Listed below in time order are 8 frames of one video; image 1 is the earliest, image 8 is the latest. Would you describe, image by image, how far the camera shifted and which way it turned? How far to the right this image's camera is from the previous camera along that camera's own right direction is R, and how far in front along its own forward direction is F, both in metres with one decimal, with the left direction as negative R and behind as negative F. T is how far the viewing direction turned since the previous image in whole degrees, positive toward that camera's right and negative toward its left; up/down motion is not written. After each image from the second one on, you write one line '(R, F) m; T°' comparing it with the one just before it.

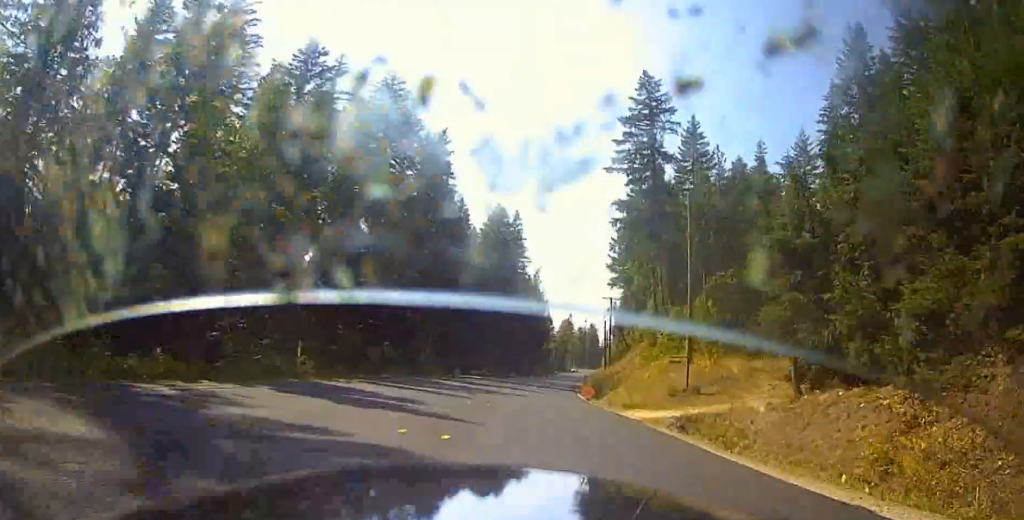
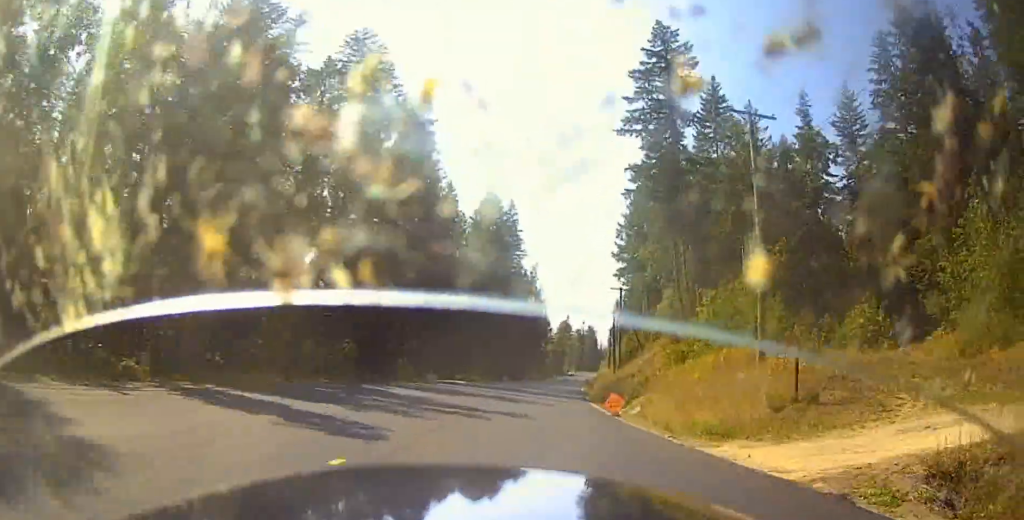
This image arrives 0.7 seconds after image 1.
(+0.3, +13.3) m; +1°
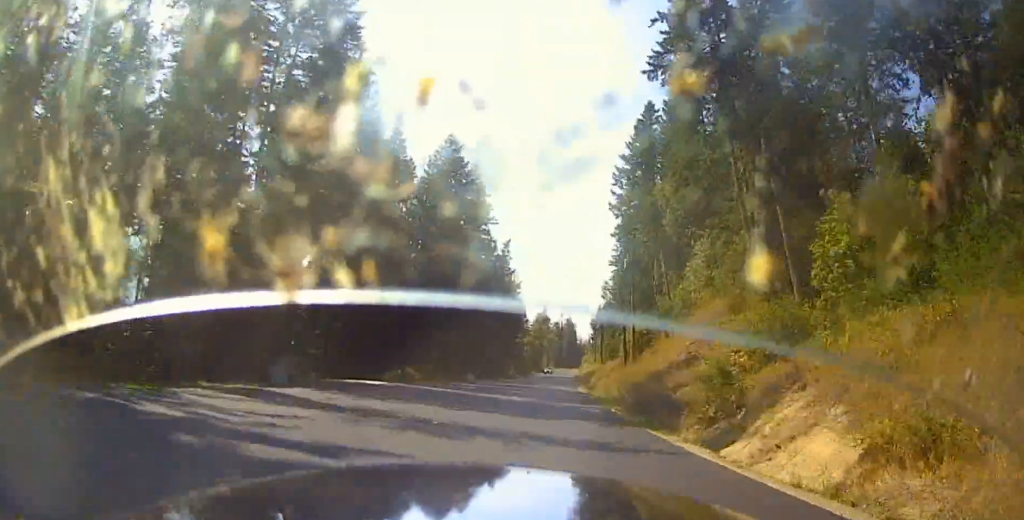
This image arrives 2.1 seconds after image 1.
(0.0, +24.6) m; 0°
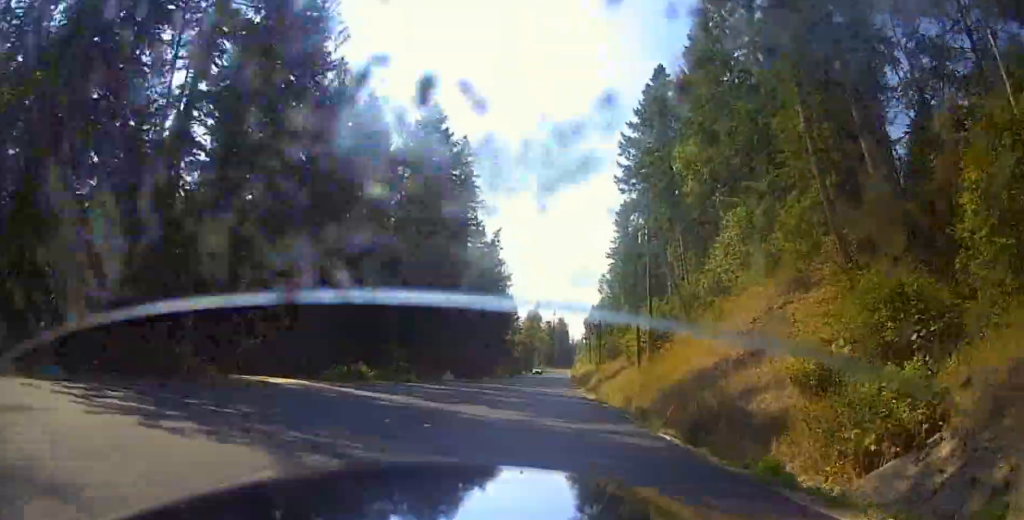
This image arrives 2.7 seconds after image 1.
(0.0, +10.6) m; -1°
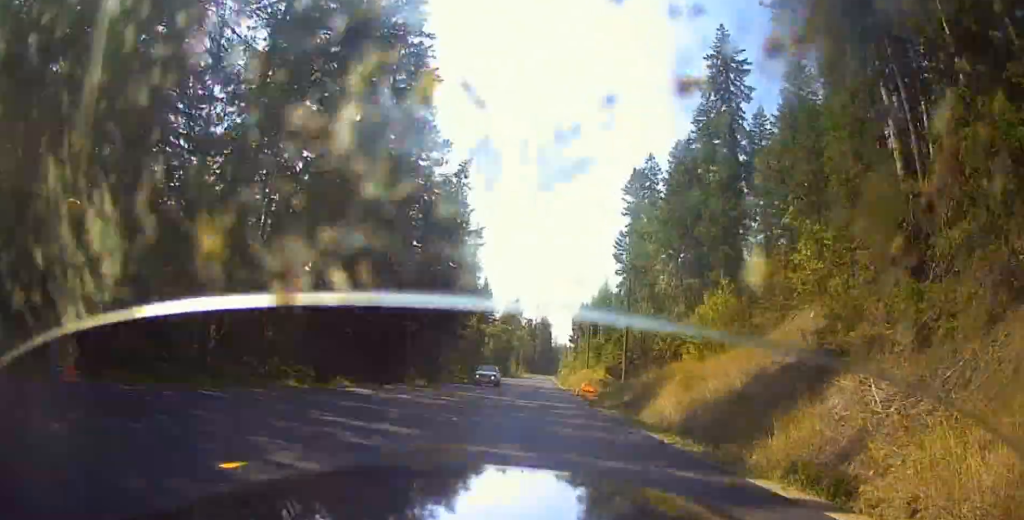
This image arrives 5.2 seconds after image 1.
(-1.2, +42.1) m; -3°
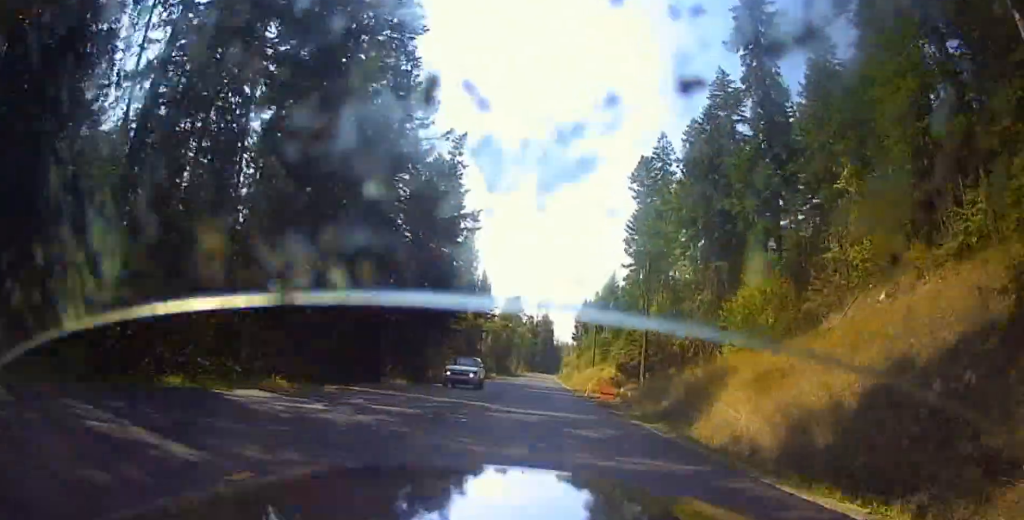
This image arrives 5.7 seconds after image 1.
(0.0, +9.4) m; 0°
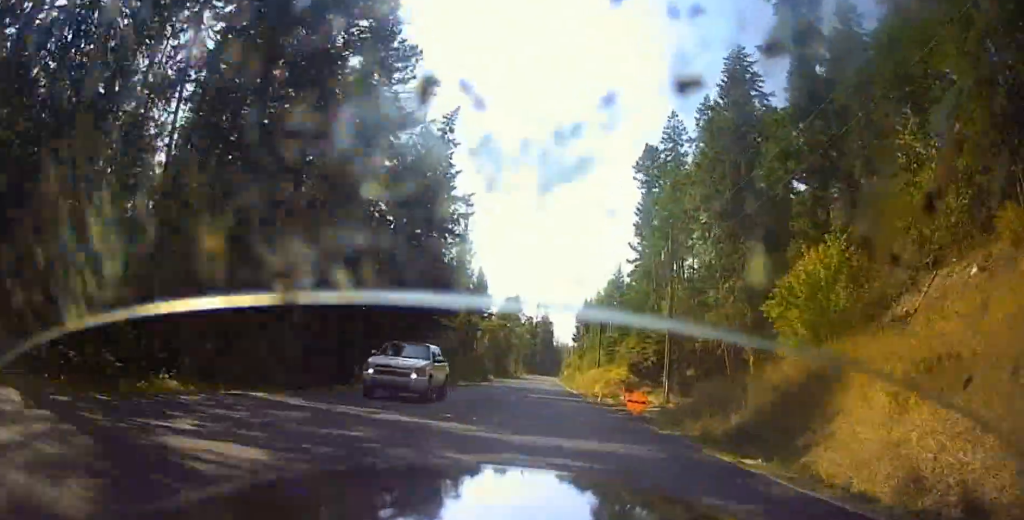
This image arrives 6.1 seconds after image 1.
(-0.1, +9.4) m; +1°
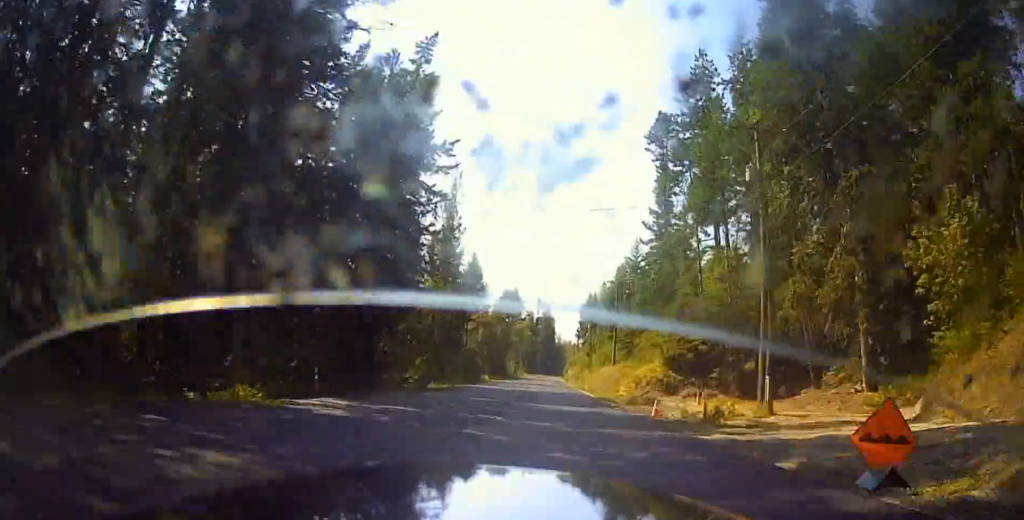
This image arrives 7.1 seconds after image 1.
(+0.3, +18.0) m; +2°
